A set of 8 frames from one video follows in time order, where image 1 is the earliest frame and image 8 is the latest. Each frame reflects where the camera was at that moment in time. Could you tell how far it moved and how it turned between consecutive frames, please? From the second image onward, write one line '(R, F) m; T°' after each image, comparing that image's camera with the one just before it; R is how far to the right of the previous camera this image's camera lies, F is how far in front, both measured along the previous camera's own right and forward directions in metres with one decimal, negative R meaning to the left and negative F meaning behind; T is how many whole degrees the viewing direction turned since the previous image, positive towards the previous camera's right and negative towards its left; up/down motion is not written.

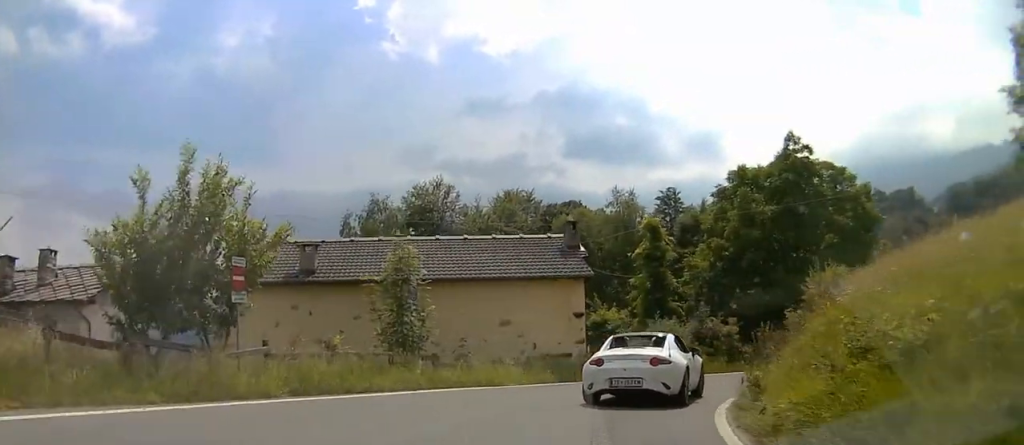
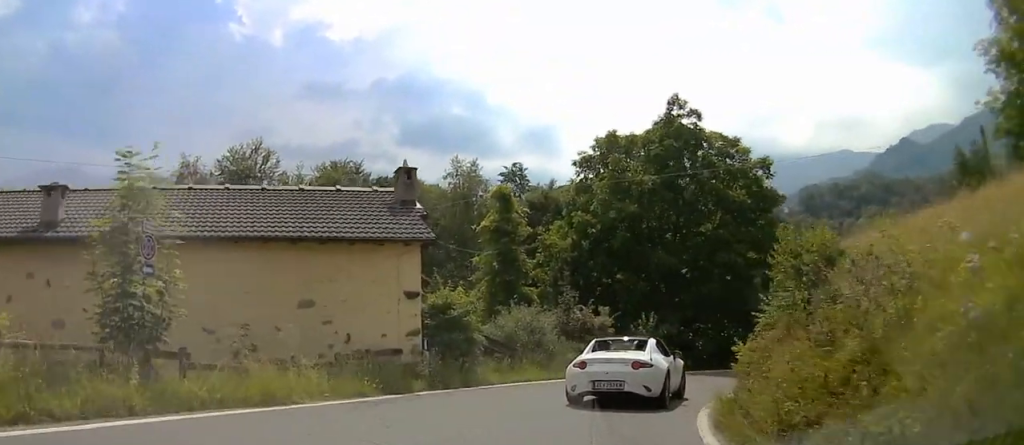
(+0.5, +5.7) m; +11°
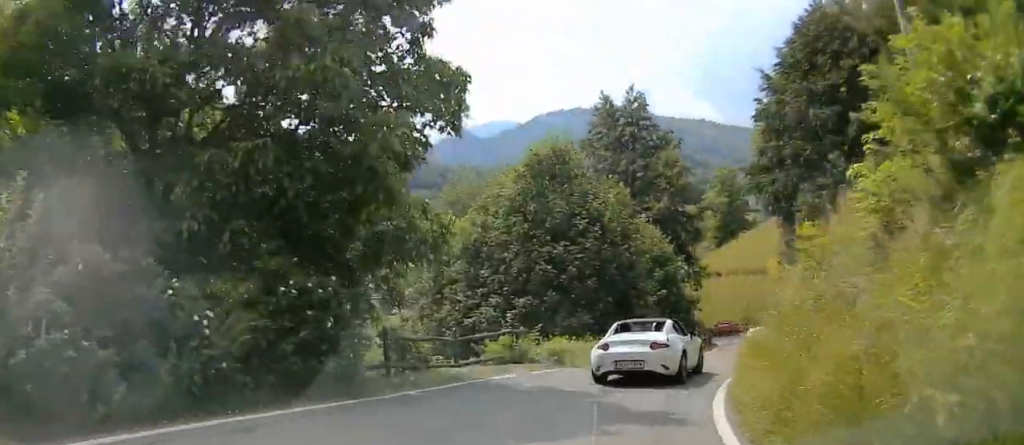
(+4.9, +12.4) m; +60°
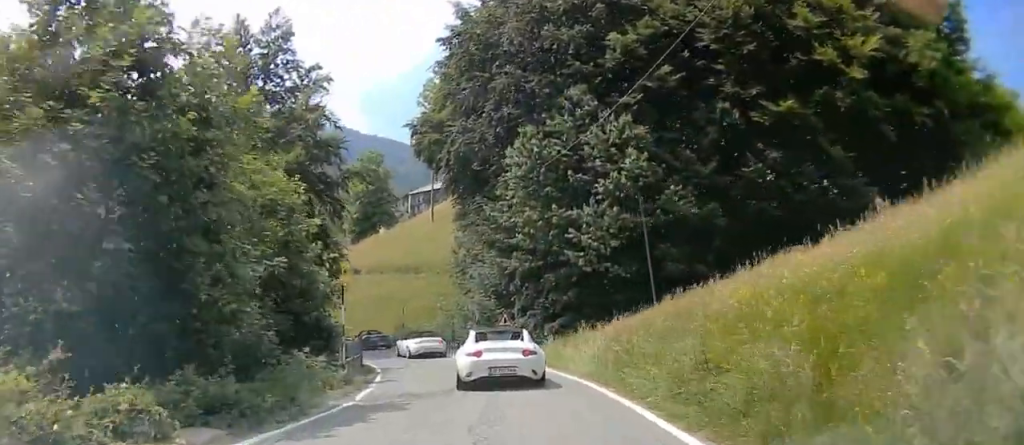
(+4.7, +14.9) m; +17°
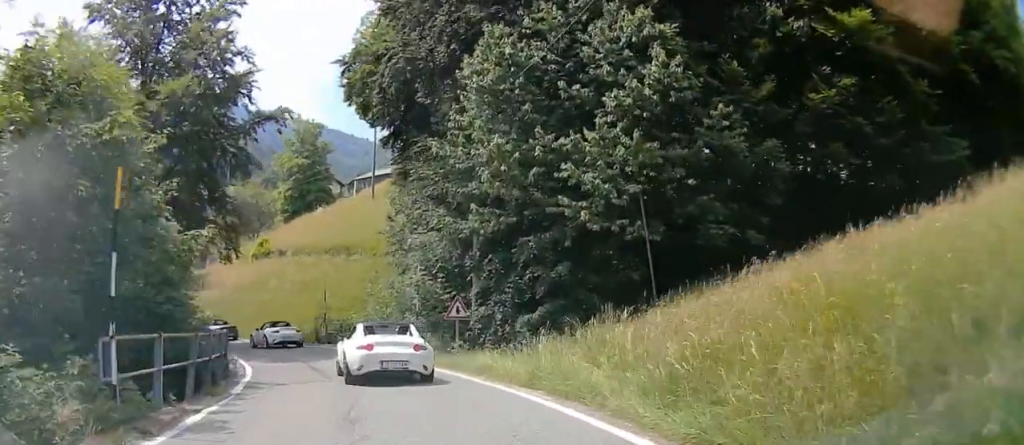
(0.0, +8.9) m; 0°
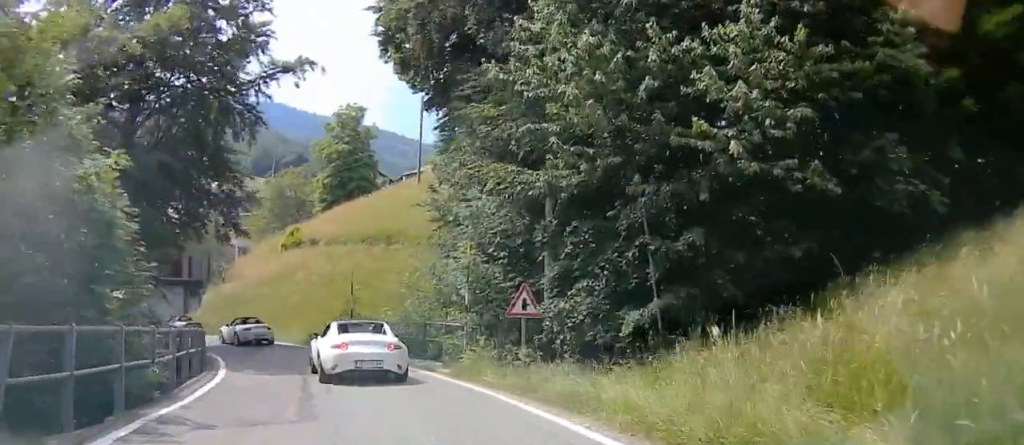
(0.0, +5.5) m; 0°
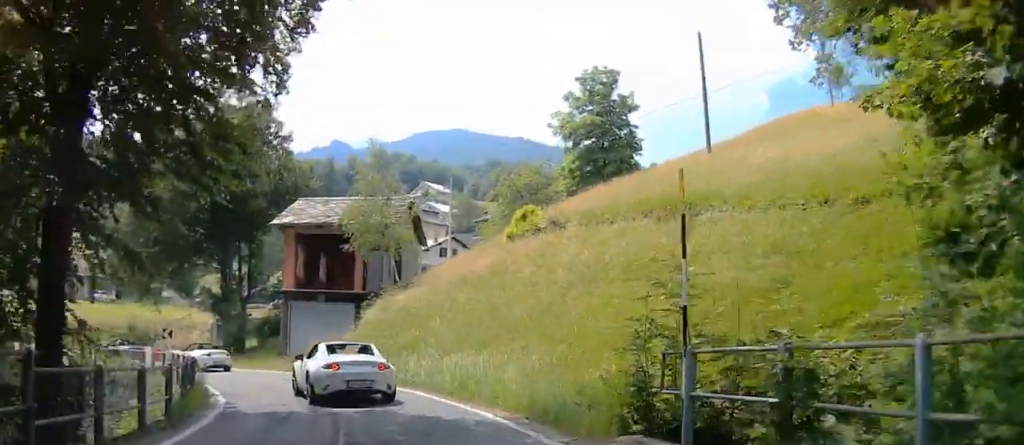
(+0.3, +14.8) m; -14°
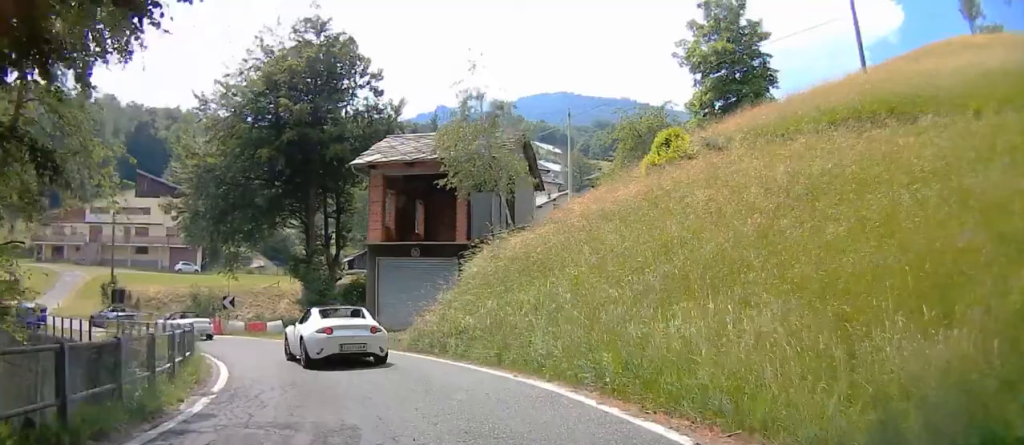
(+1.3, +3.1) m; -24°
